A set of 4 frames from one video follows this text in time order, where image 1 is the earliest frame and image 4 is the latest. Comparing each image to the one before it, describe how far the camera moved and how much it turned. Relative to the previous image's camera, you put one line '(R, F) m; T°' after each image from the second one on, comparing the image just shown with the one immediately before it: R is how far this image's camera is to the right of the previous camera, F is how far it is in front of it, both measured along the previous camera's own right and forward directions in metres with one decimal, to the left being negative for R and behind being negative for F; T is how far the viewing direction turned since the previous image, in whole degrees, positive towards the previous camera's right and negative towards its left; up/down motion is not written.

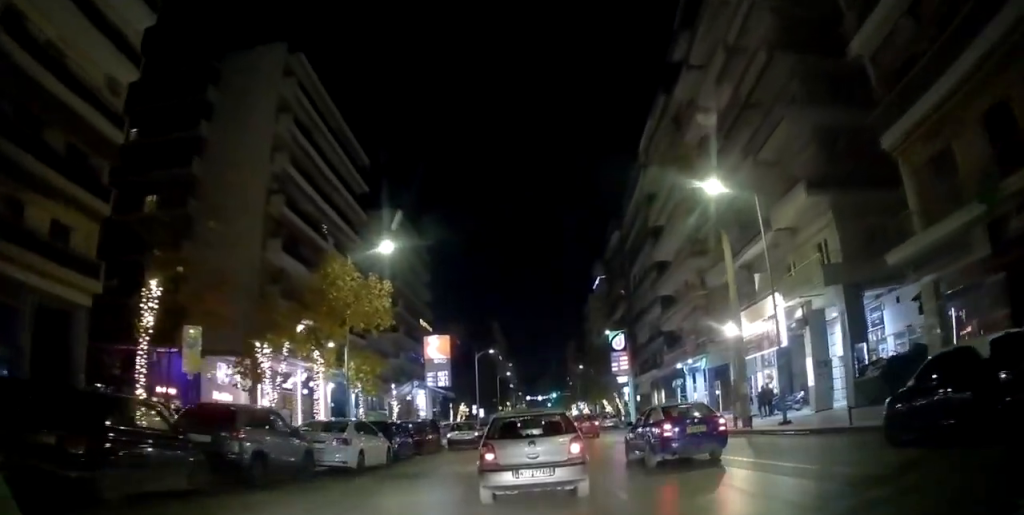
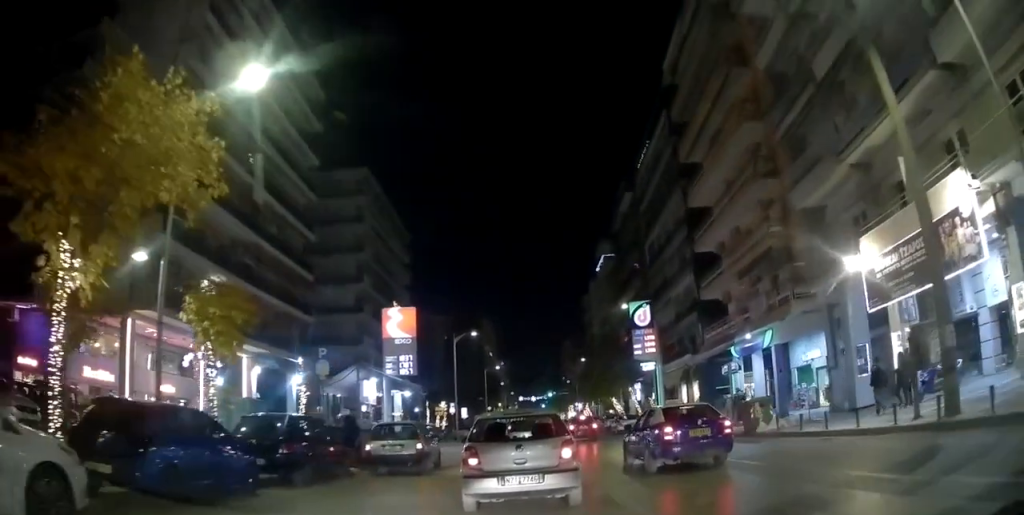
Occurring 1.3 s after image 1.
(+0.3, +13.2) m; 0°
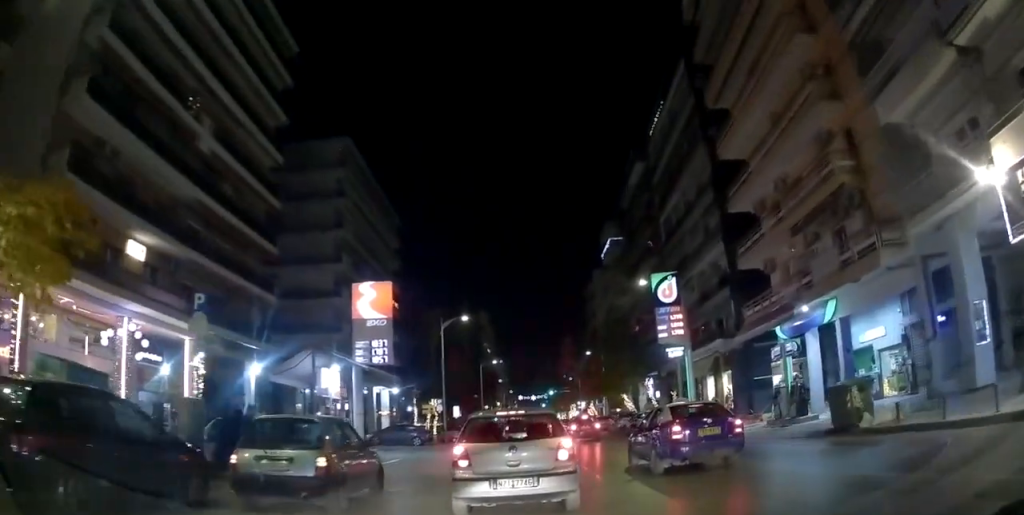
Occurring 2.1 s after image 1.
(-0.1, +6.9) m; -1°
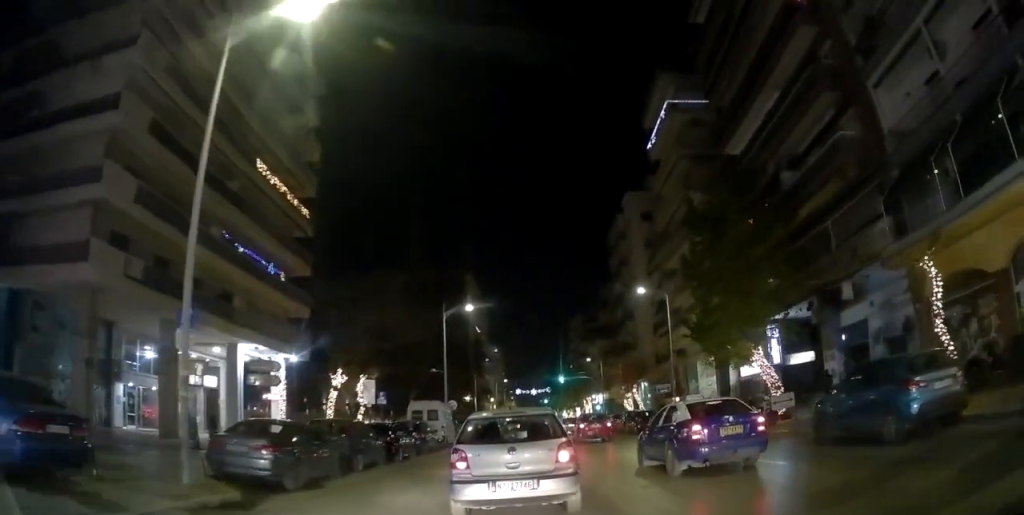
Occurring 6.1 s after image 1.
(-0.3, +33.0) m; -1°
